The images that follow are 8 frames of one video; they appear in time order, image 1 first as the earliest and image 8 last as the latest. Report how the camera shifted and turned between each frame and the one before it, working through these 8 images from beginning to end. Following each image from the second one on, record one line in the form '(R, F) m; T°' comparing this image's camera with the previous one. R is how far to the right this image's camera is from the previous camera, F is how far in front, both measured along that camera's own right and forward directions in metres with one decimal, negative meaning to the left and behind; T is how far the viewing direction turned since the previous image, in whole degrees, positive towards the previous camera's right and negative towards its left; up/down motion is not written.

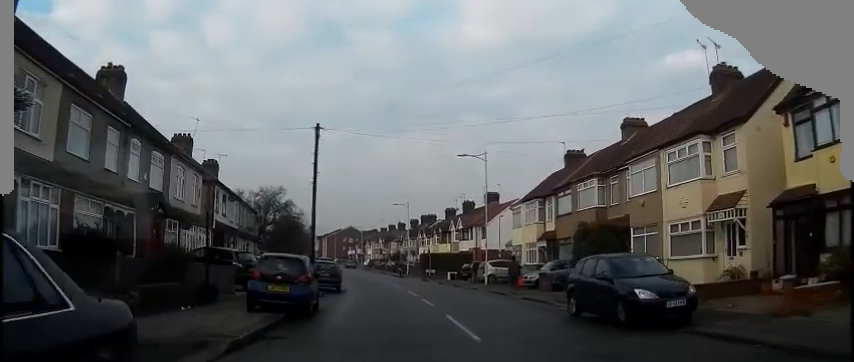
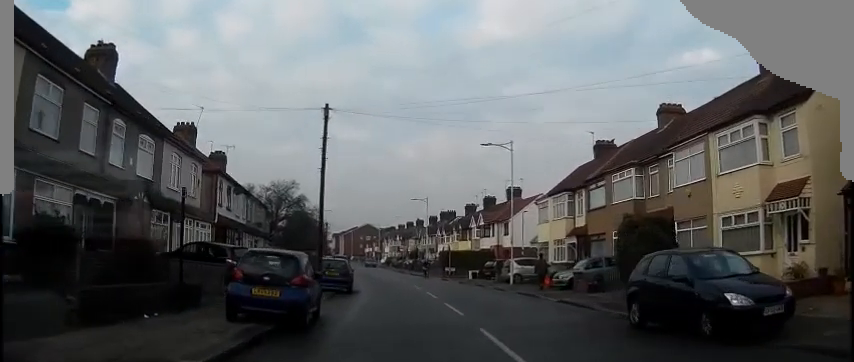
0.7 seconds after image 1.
(-0.1, +3.7) m; -2°
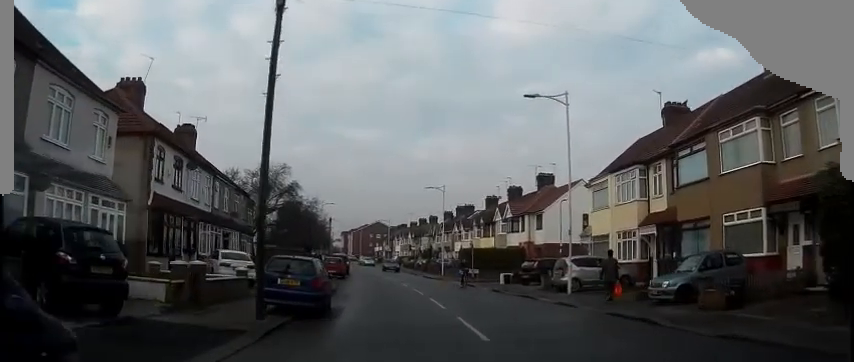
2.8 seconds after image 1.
(-0.5, +12.4) m; -3°
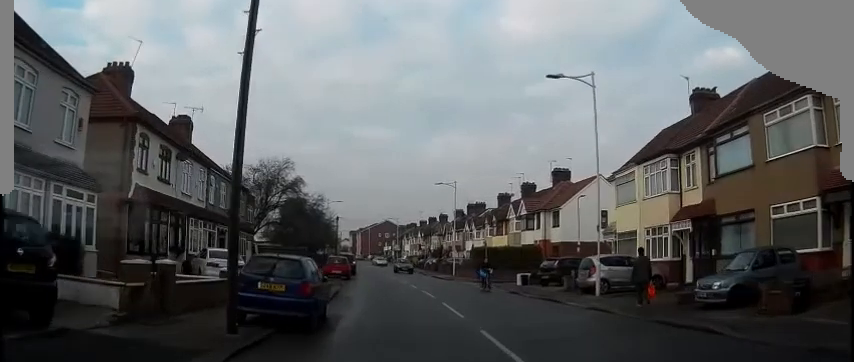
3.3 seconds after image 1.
(0.0, +3.1) m; -1°
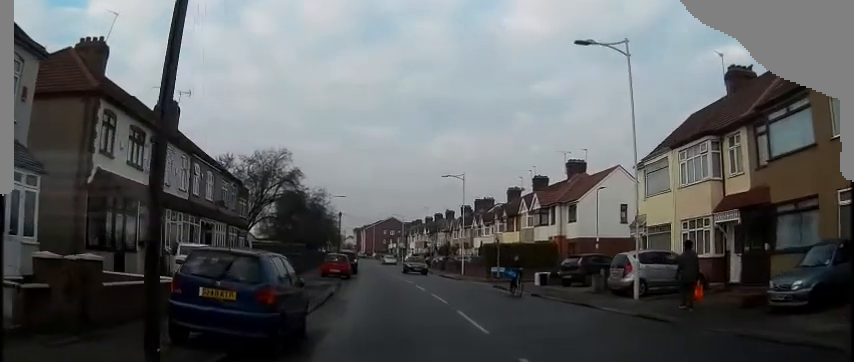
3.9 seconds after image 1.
(-0.1, +4.0) m; 0°
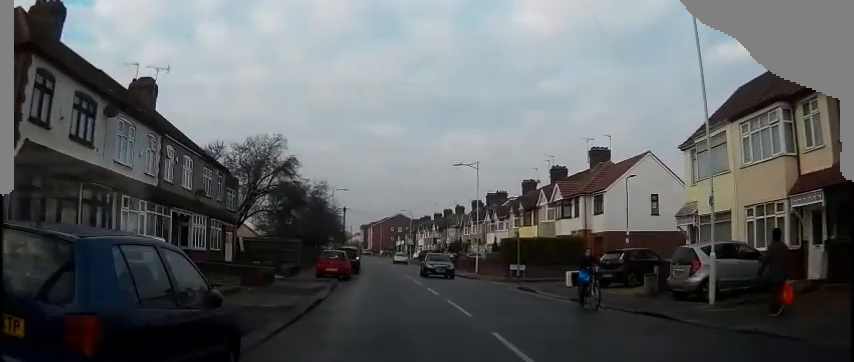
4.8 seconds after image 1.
(0.0, +5.3) m; 0°
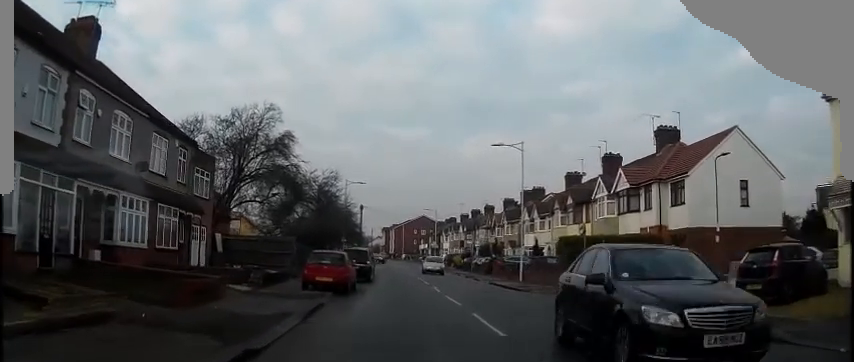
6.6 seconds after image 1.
(-0.2, +10.7) m; -2°
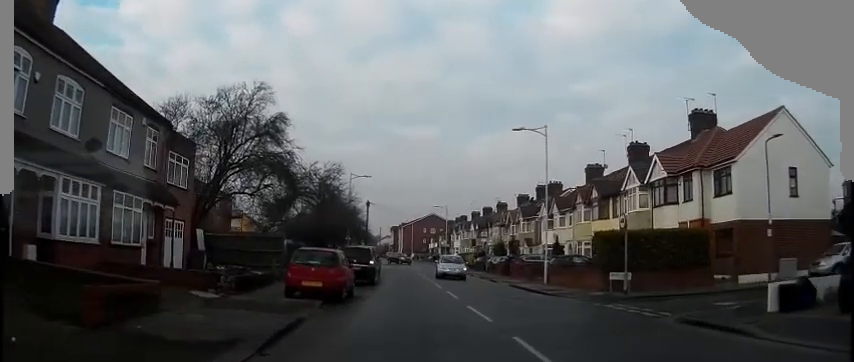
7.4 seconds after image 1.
(0.0, +4.3) m; -1°
